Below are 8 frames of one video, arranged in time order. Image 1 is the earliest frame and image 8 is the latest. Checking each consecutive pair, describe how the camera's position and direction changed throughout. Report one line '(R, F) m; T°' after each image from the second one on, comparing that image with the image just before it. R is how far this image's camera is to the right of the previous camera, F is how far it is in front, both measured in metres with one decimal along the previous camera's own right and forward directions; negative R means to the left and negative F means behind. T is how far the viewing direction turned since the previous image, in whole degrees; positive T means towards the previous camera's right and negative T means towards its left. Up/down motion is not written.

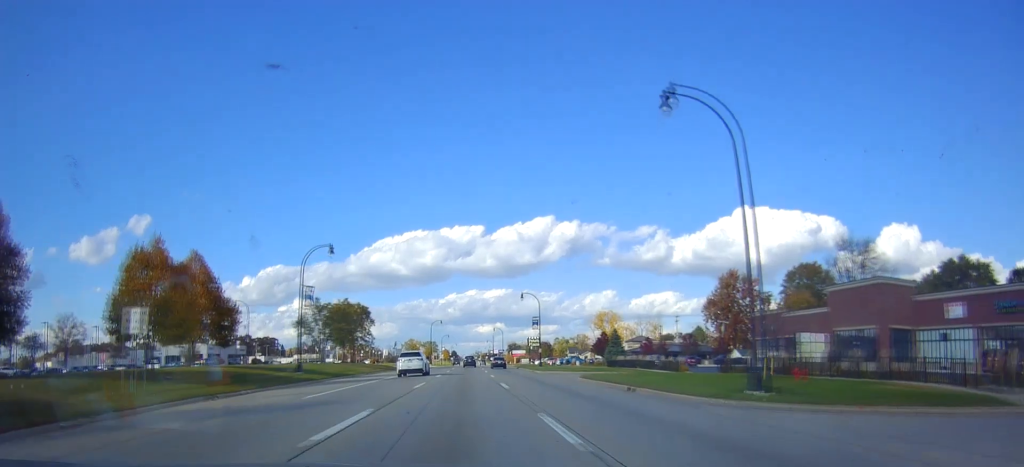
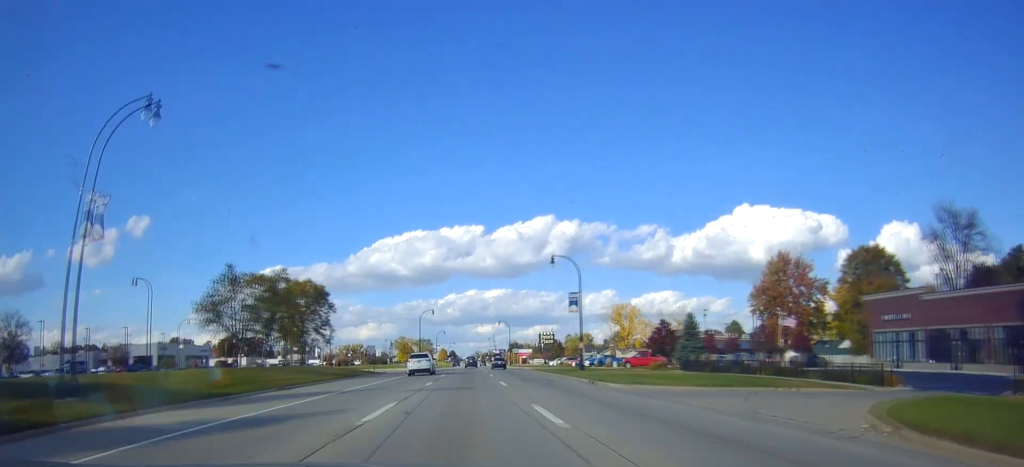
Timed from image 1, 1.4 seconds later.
(+0.1, +26.9) m; -1°
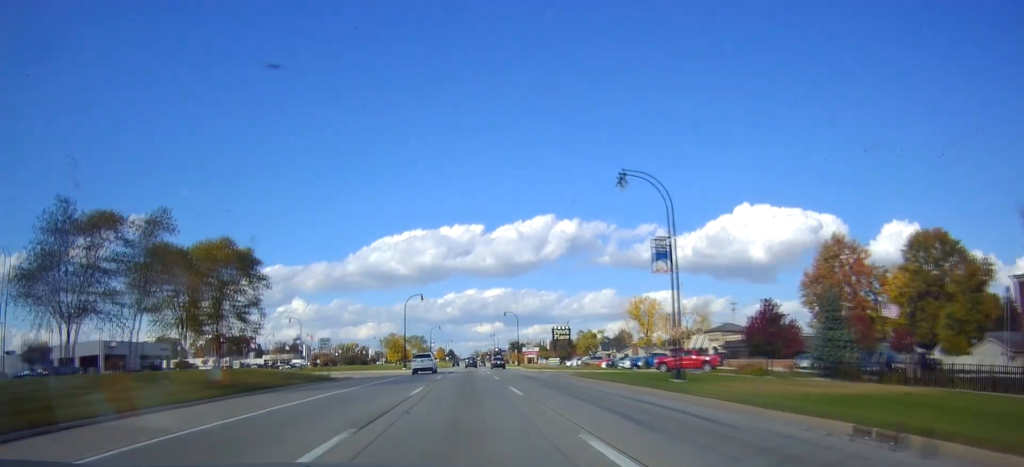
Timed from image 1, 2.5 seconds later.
(-0.2, +22.0) m; 0°
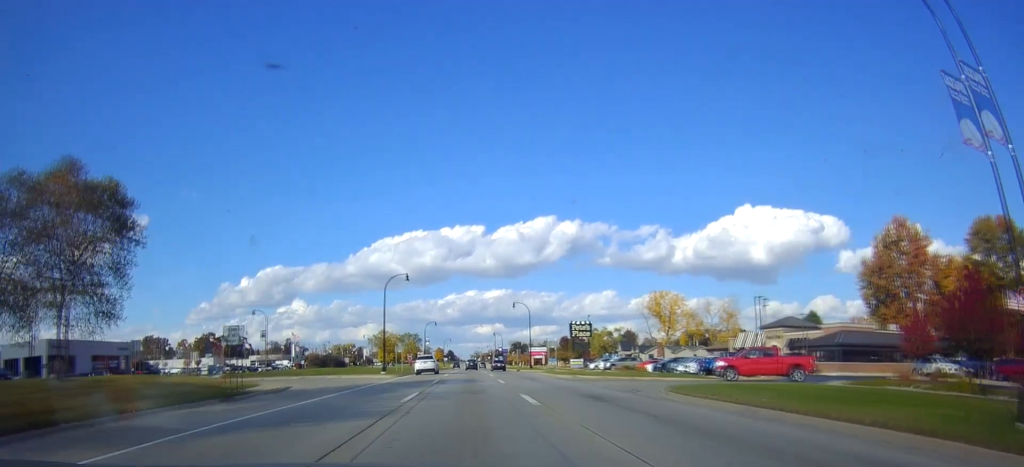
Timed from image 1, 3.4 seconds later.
(+0.3, +18.7) m; 0°
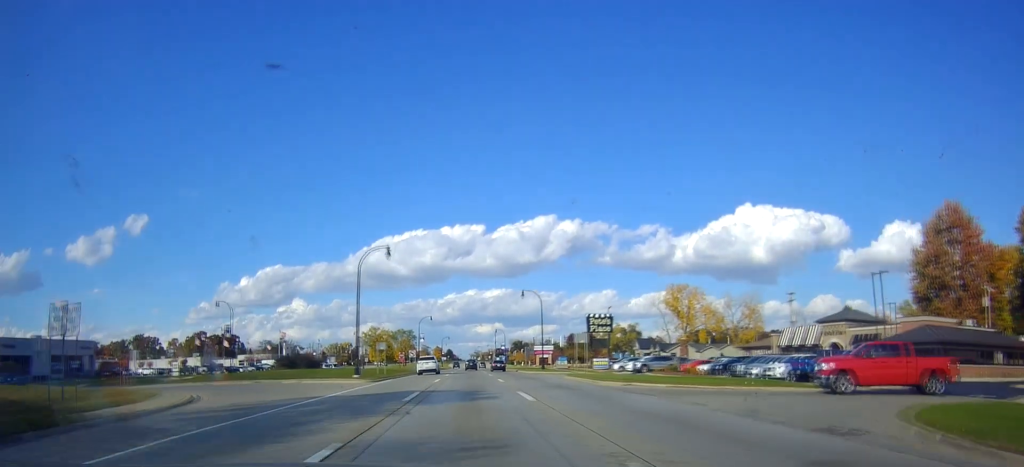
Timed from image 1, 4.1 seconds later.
(+0.1, +13.5) m; -2°
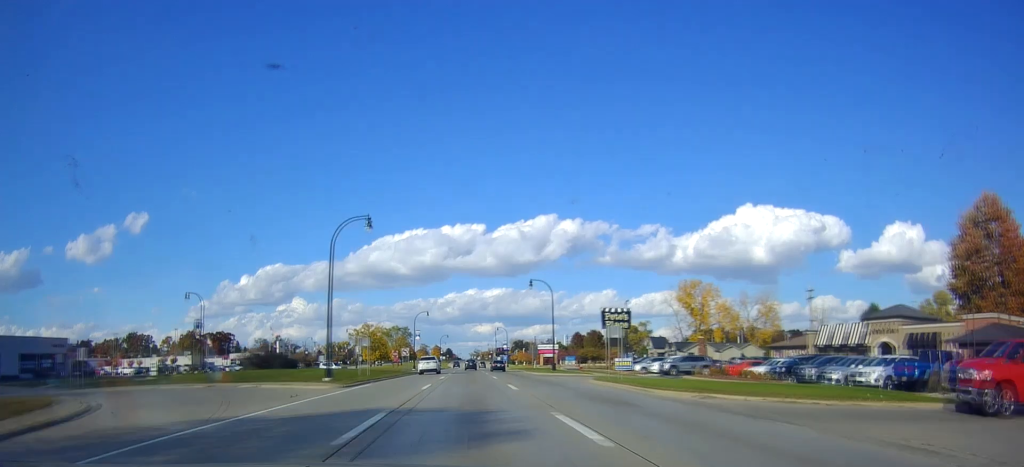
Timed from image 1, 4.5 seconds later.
(-0.2, +8.8) m; 0°
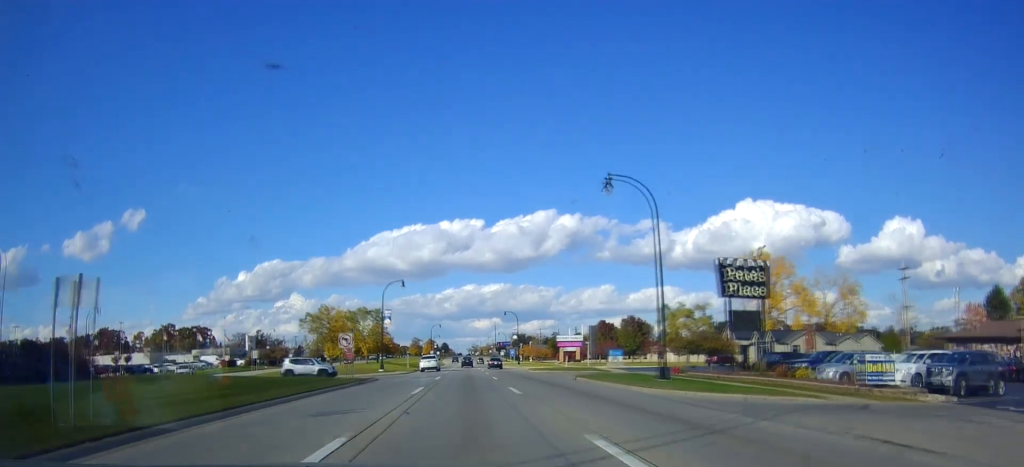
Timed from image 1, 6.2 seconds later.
(+0.2, +33.9) m; +2°
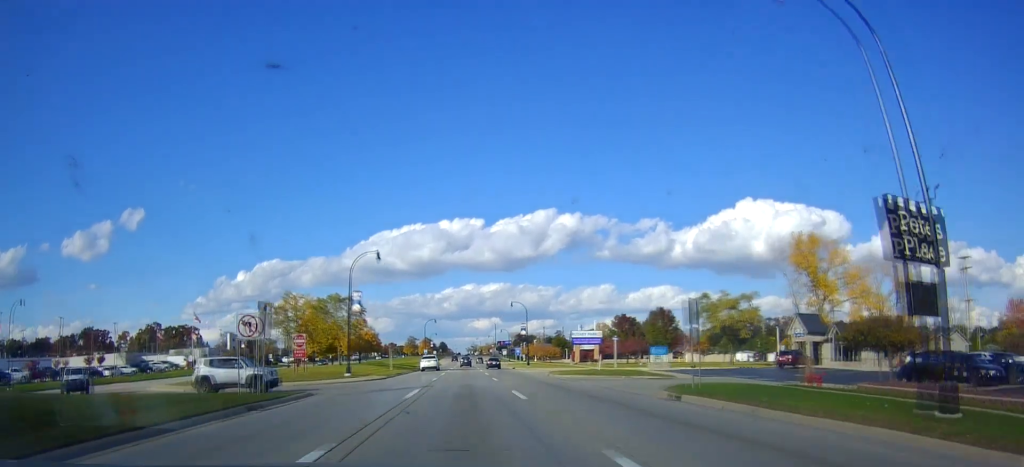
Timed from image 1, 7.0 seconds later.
(0.0, +17.1) m; 0°
